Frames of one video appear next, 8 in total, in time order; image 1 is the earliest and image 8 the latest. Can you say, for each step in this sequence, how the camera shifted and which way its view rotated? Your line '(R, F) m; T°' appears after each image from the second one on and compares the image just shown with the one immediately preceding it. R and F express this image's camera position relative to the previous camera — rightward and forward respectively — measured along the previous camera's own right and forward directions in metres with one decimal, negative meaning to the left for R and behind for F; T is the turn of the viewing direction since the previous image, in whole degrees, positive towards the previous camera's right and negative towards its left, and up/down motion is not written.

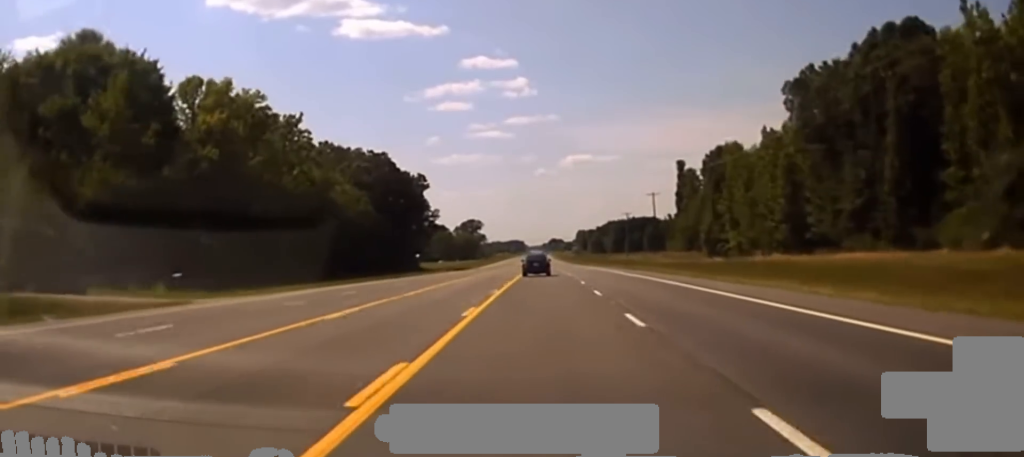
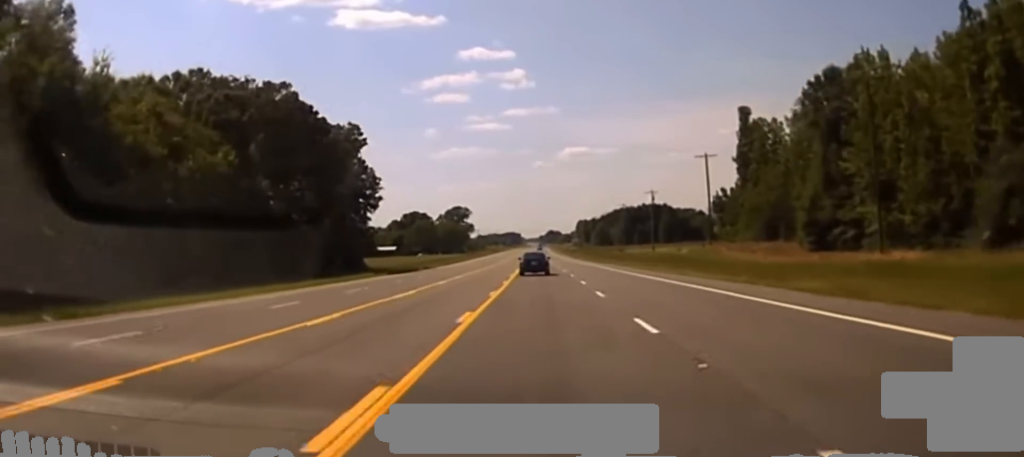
(0.0, +71.2) m; 0°
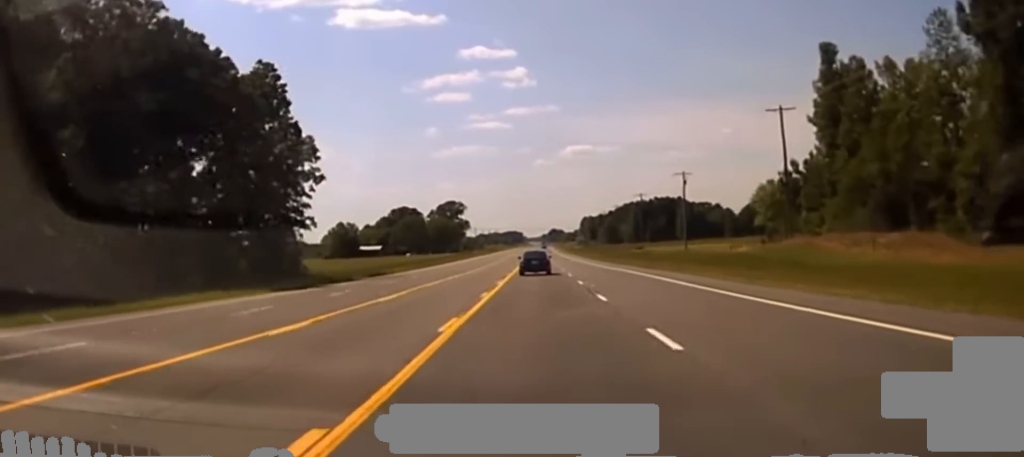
(+0.2, +41.8) m; 0°
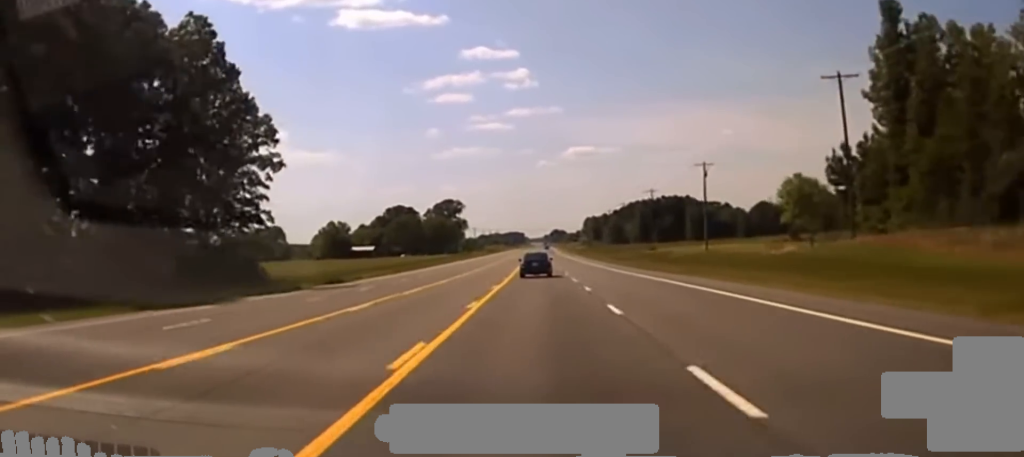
(+0.1, +17.5) m; 0°
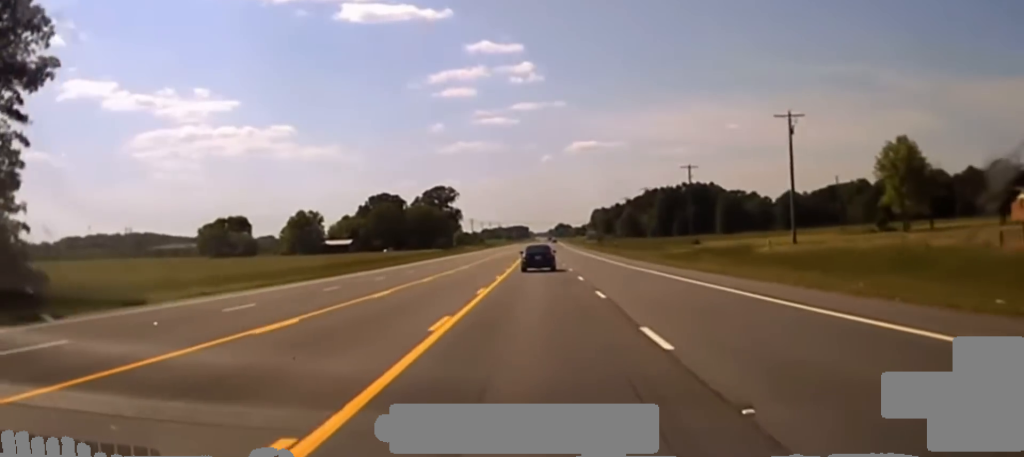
(-0.3, +43.0) m; 0°
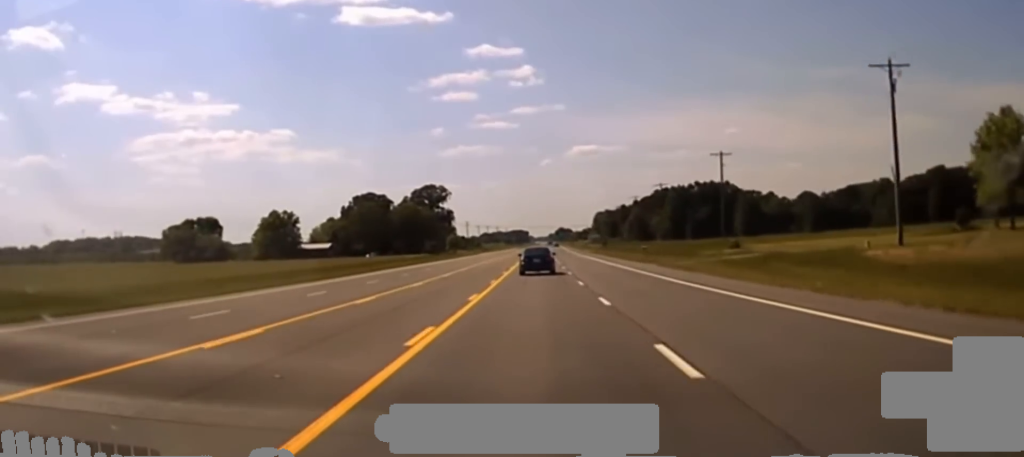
(+0.1, +24.2) m; 0°
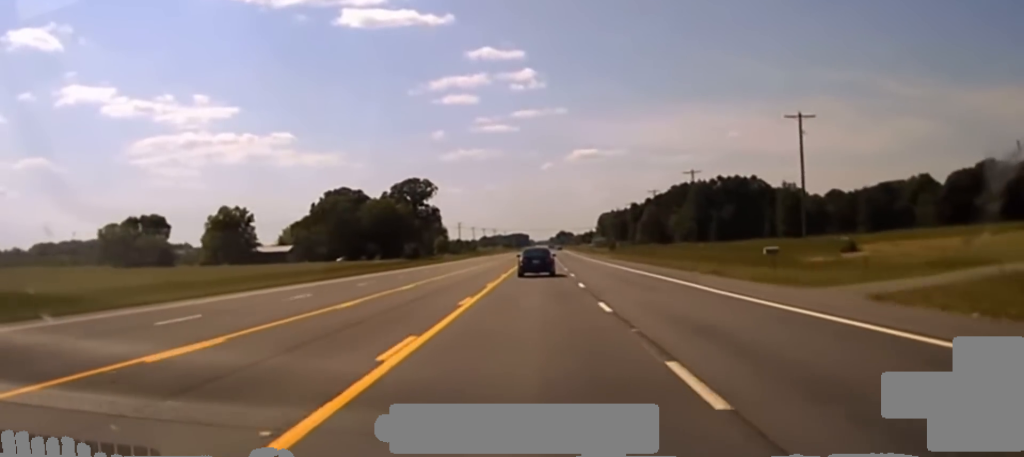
(0.0, +34.6) m; 0°
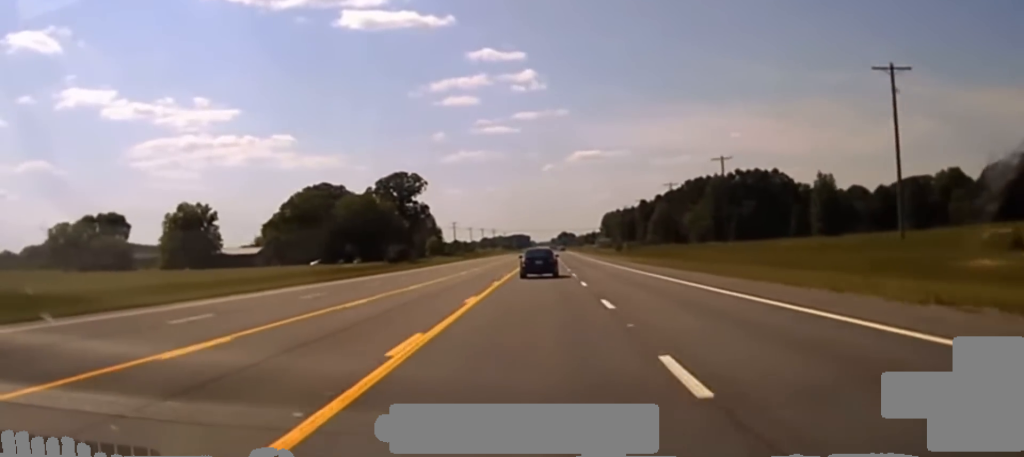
(0.0, +22.8) m; 0°
